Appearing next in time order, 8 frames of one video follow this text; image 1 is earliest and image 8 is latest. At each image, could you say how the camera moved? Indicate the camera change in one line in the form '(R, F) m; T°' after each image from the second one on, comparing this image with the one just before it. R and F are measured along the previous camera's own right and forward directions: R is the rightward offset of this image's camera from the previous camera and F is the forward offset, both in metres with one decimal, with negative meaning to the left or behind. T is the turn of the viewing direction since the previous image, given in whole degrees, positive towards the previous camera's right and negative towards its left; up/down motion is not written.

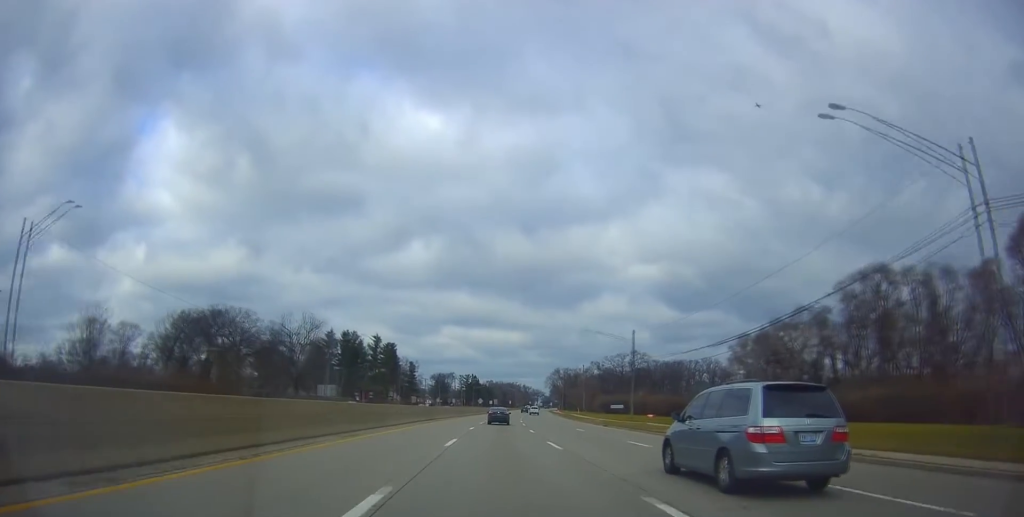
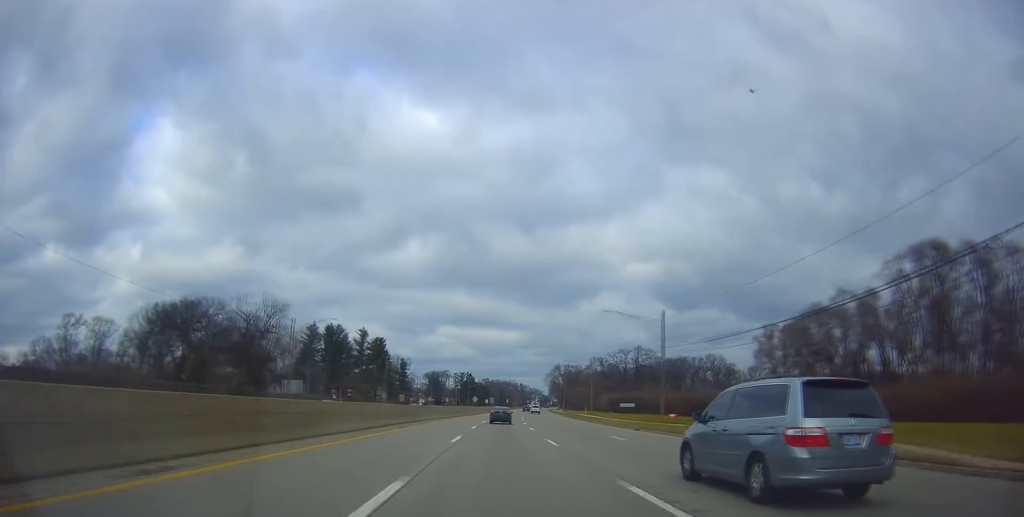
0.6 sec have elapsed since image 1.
(-0.3, +13.7) m; +1°
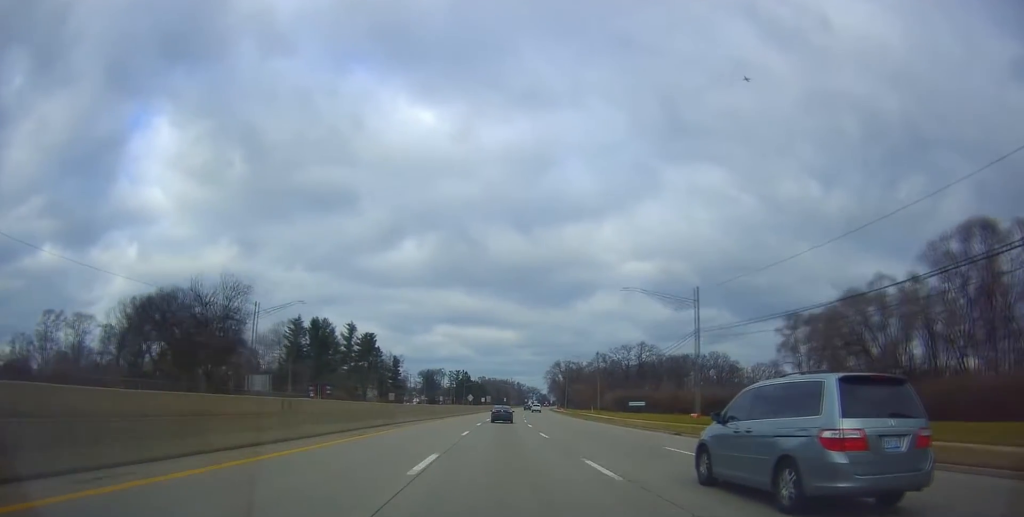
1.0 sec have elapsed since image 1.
(+0.3, +10.5) m; 0°
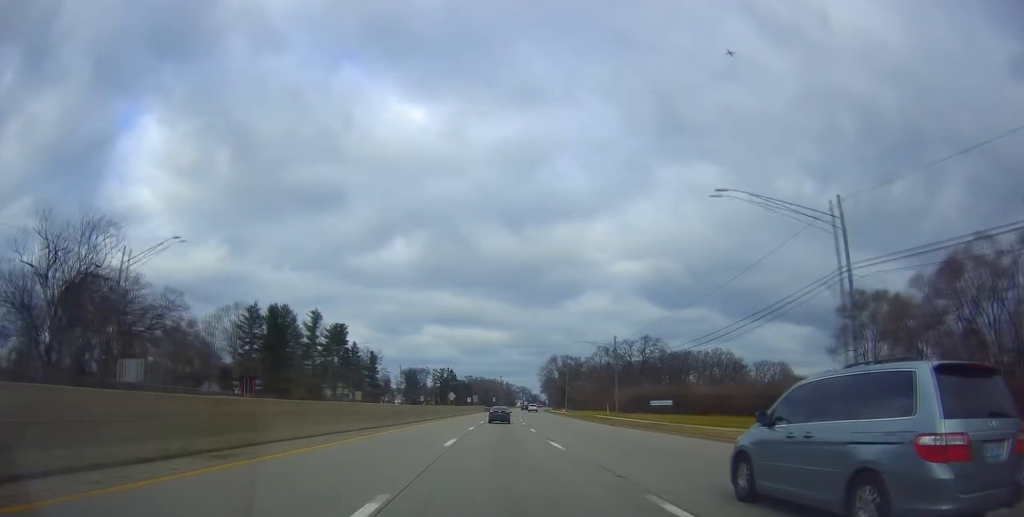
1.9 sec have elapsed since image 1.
(+0.3, +22.5) m; 0°
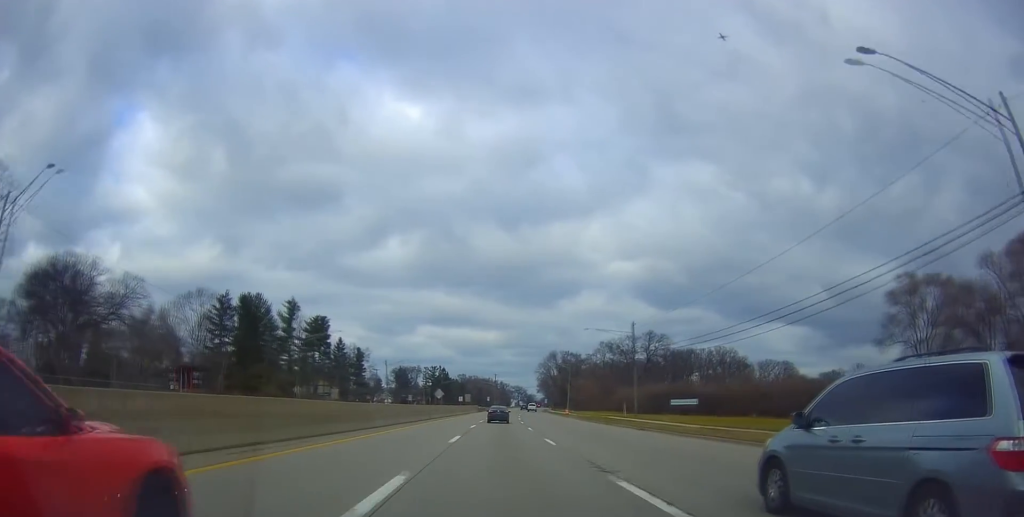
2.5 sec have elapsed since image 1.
(-0.1, +12.8) m; -1°
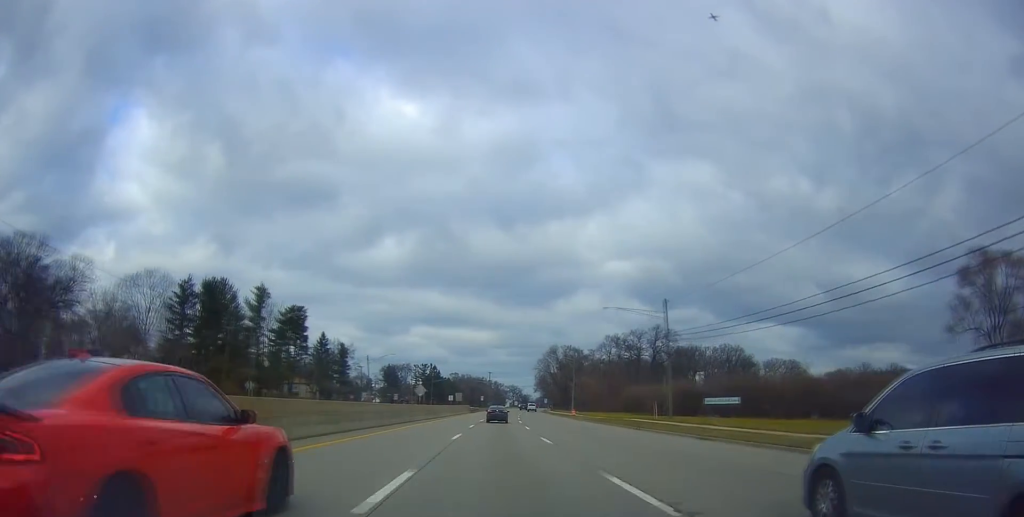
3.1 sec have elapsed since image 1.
(-0.1, +14.3) m; 0°
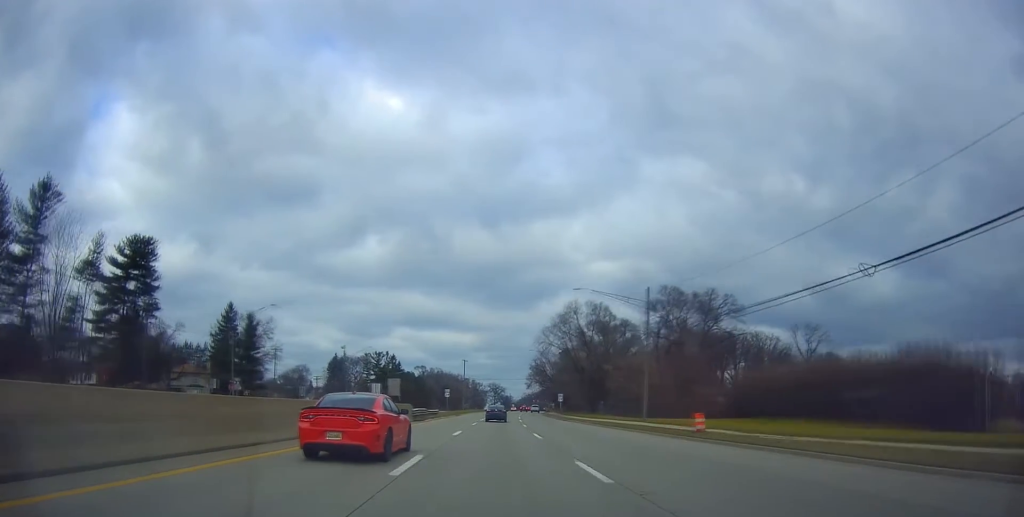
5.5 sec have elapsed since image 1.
(+1.8, +58.4) m; +3°
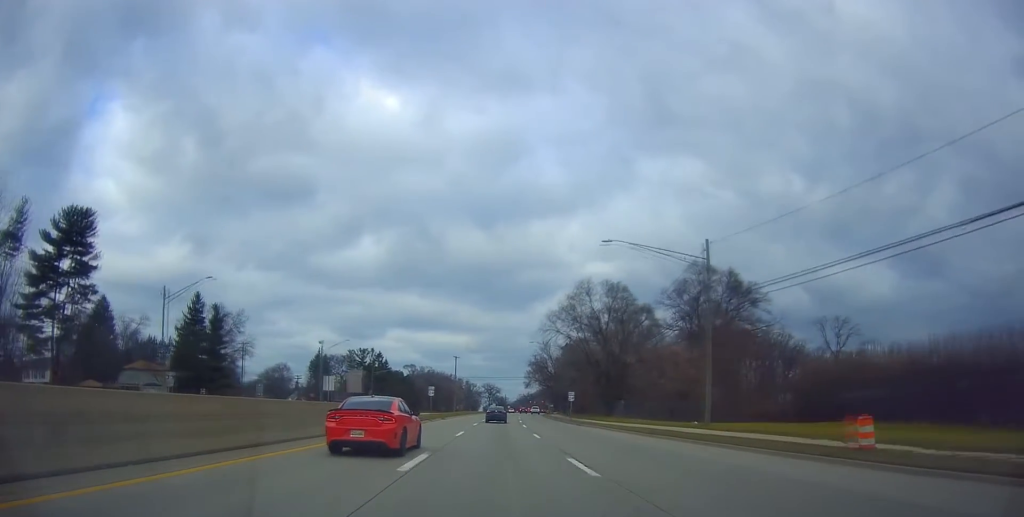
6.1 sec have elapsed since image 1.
(0.0, +14.2) m; +1°
